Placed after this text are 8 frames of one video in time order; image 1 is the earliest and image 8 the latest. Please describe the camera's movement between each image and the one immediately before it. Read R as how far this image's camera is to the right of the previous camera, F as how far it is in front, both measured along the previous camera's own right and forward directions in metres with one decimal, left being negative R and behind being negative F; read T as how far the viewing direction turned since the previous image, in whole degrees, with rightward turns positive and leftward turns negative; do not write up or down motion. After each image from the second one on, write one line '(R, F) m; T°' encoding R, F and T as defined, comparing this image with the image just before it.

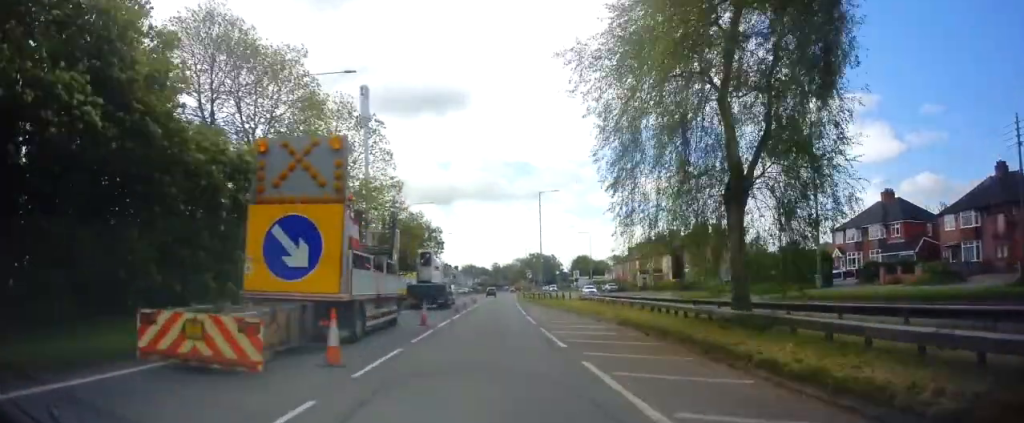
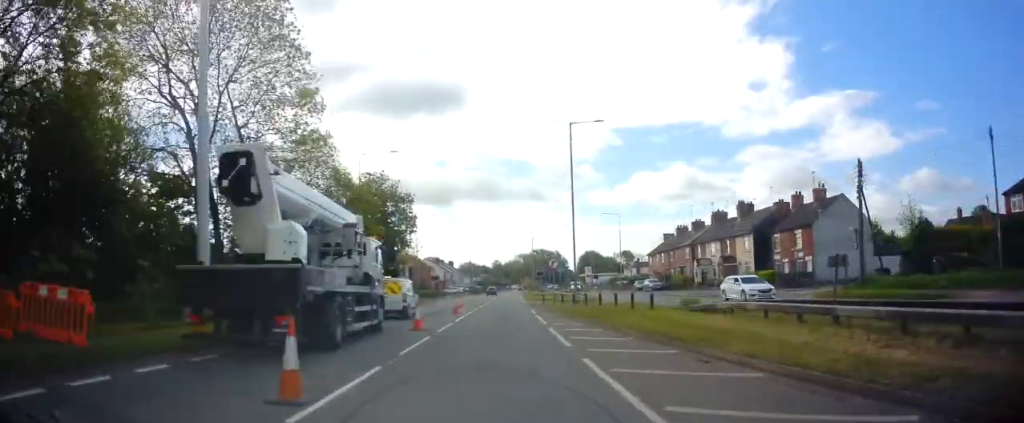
(+0.5, +26.7) m; +1°
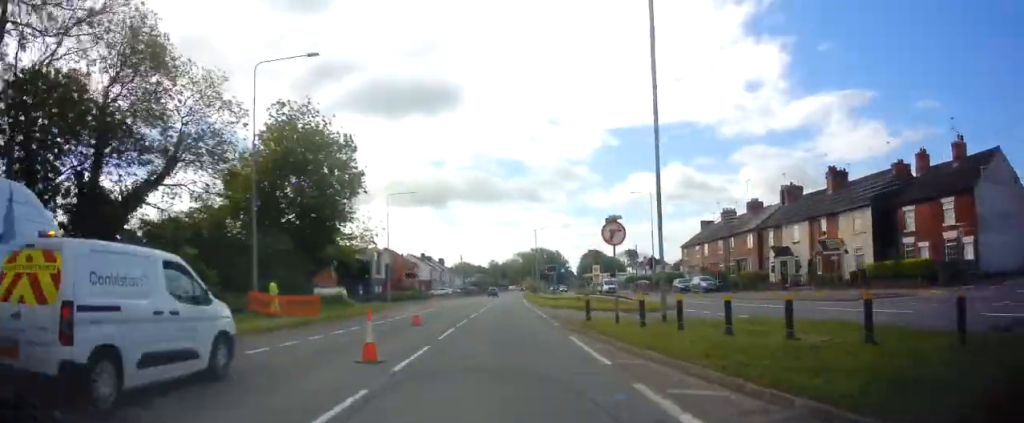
(+0.3, +19.9) m; +1°
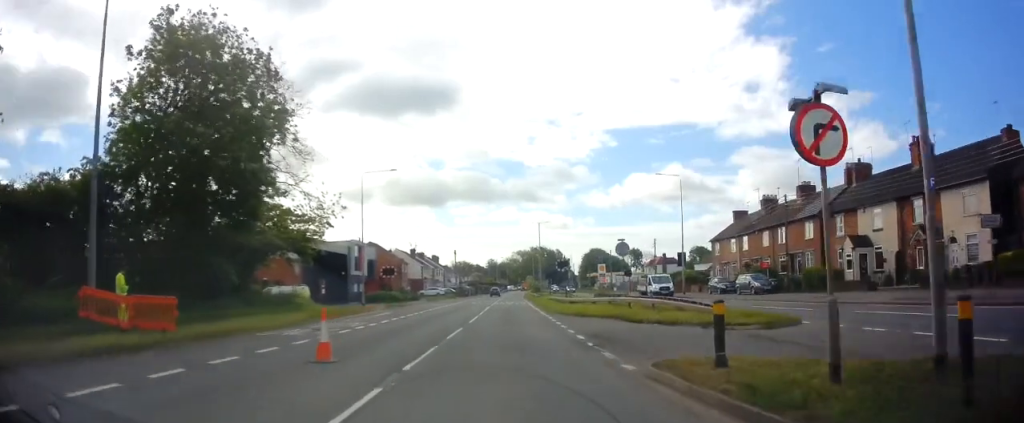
(0.0, +11.7) m; 0°
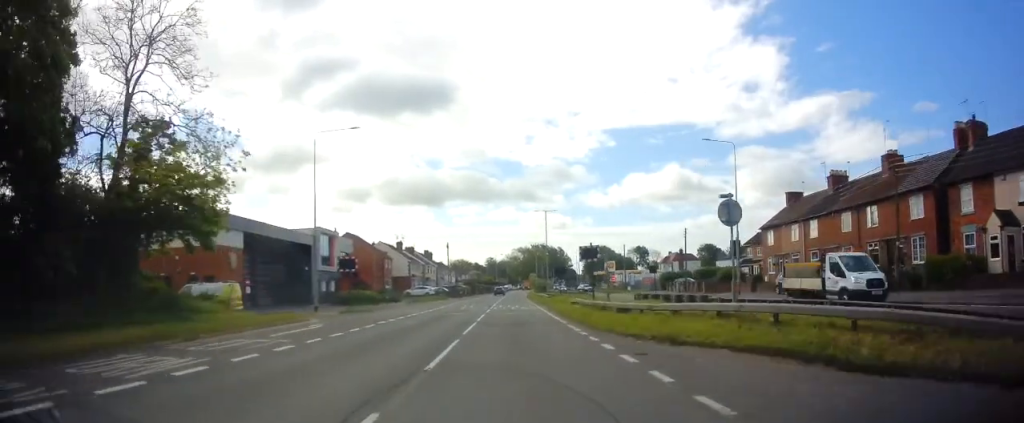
(0.0, +13.6) m; -1°
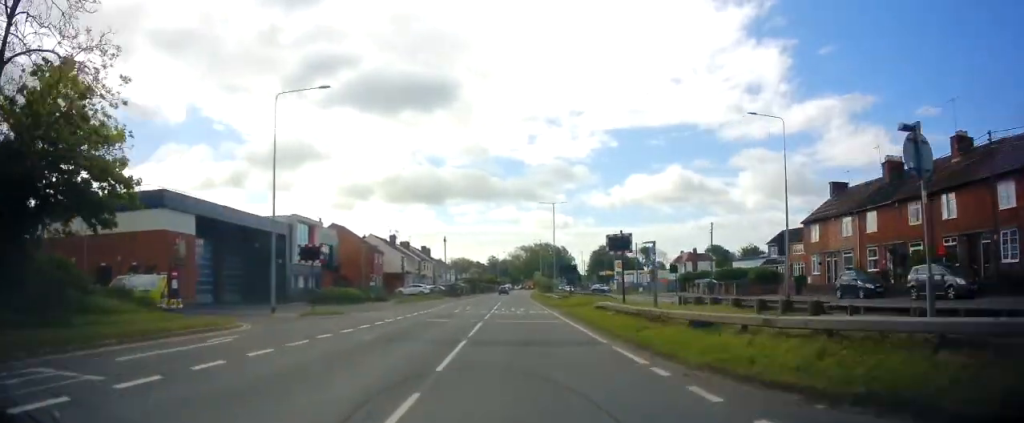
(-0.1, +7.7) m; -1°
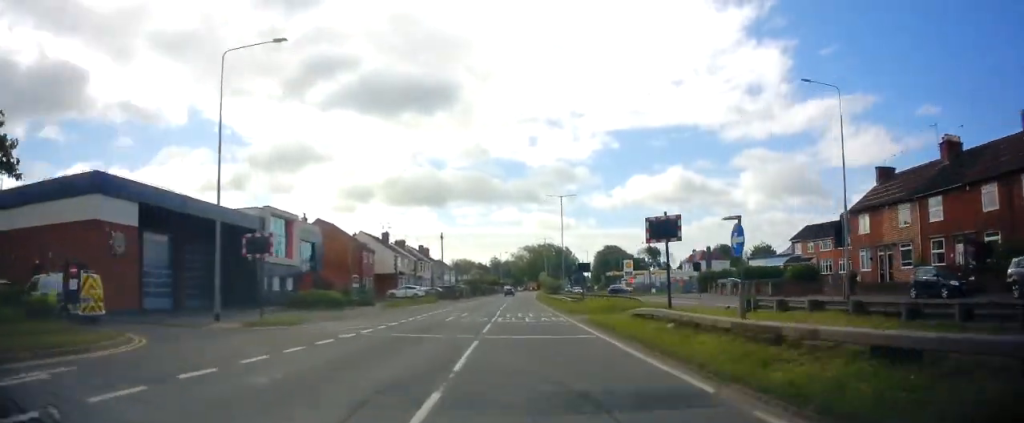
(0.0, +6.7) m; 0°
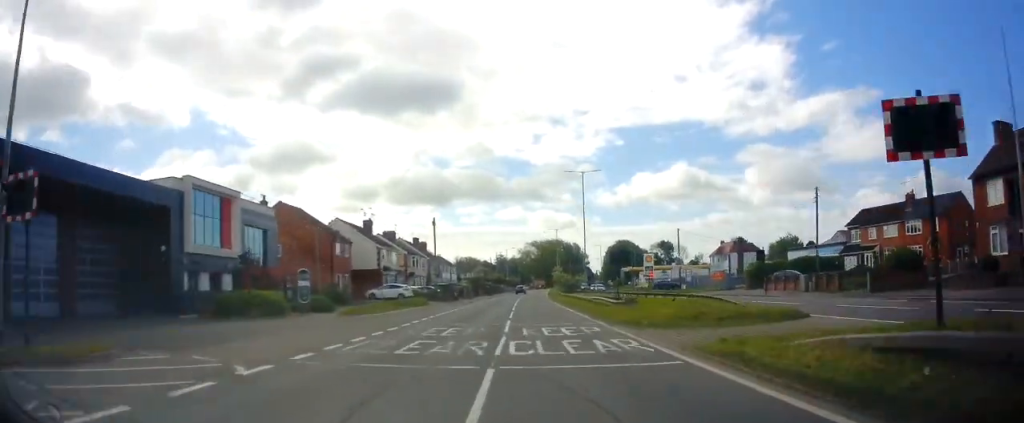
(-0.1, +12.9) m; +1°
